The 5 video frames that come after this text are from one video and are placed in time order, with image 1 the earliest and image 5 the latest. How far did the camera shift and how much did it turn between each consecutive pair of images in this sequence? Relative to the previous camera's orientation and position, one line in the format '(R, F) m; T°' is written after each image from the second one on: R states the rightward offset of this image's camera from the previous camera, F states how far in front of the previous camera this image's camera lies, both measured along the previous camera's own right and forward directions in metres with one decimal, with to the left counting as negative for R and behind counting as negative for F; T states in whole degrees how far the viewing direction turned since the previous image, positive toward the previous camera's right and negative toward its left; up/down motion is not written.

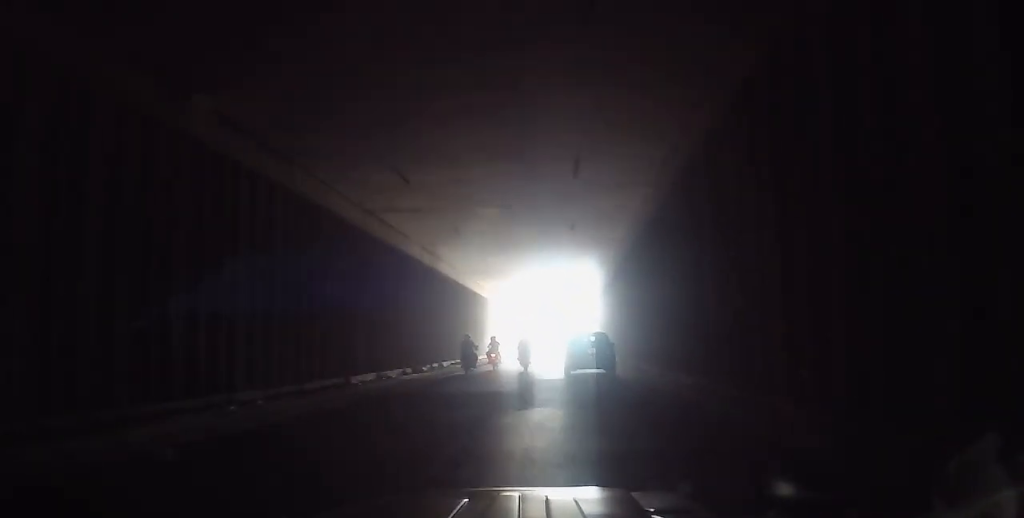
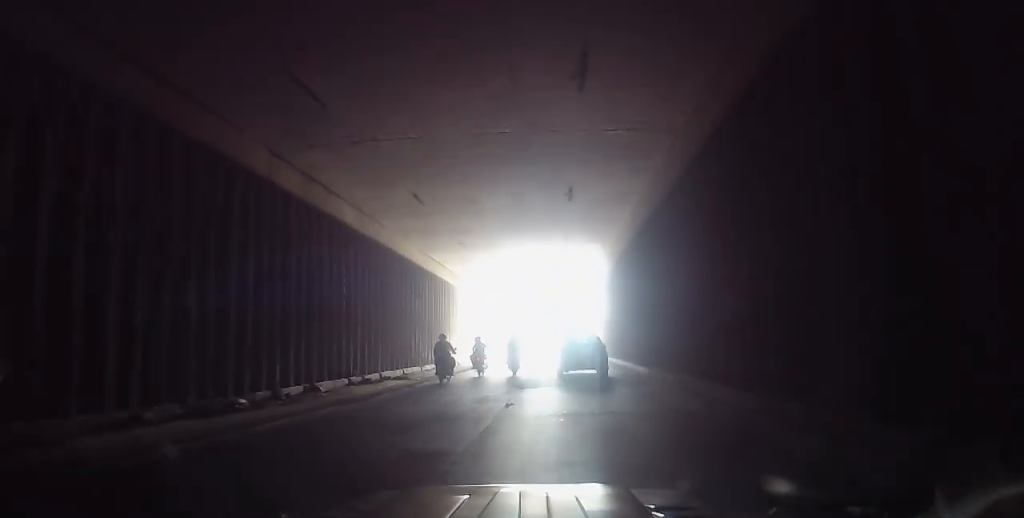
(0.0, +16.3) m; 0°
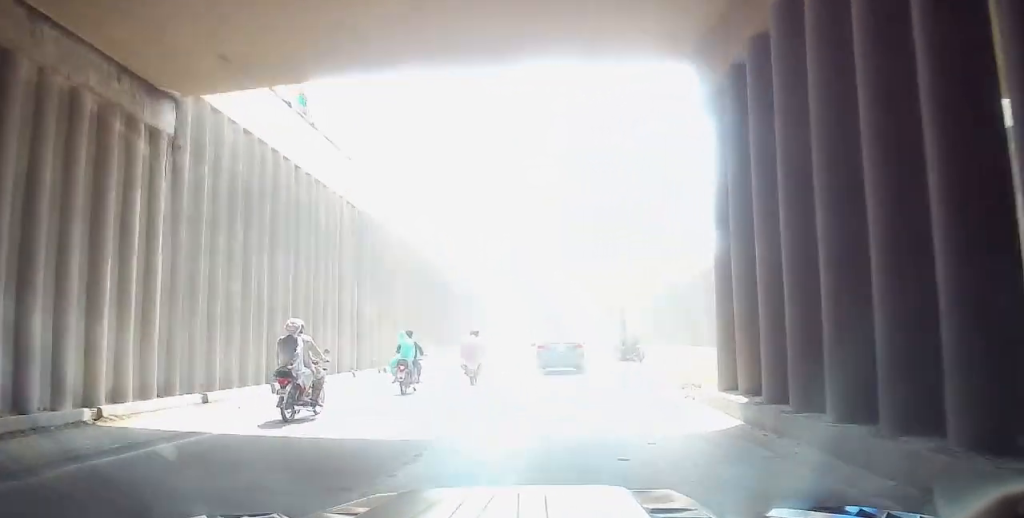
(0.0, +34.0) m; 0°
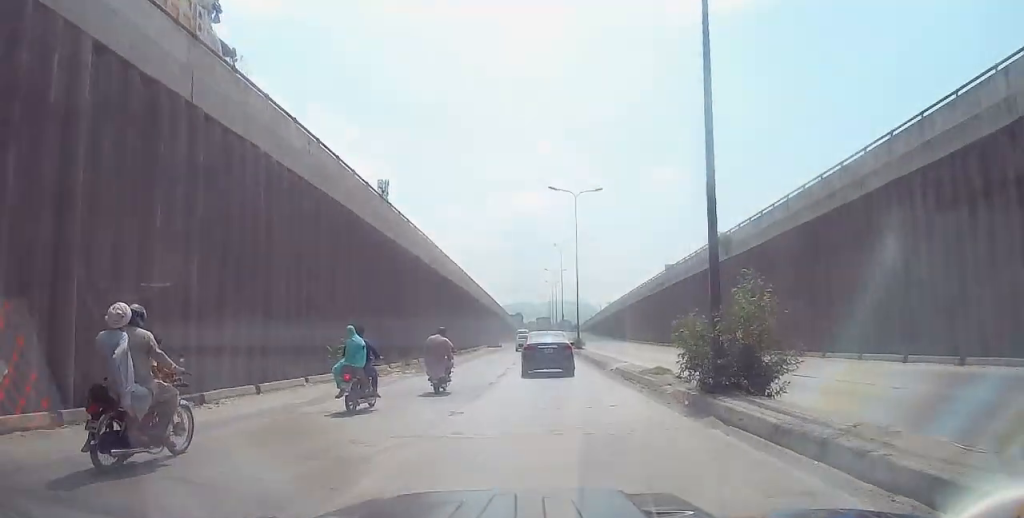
(0.0, +13.7) m; 0°
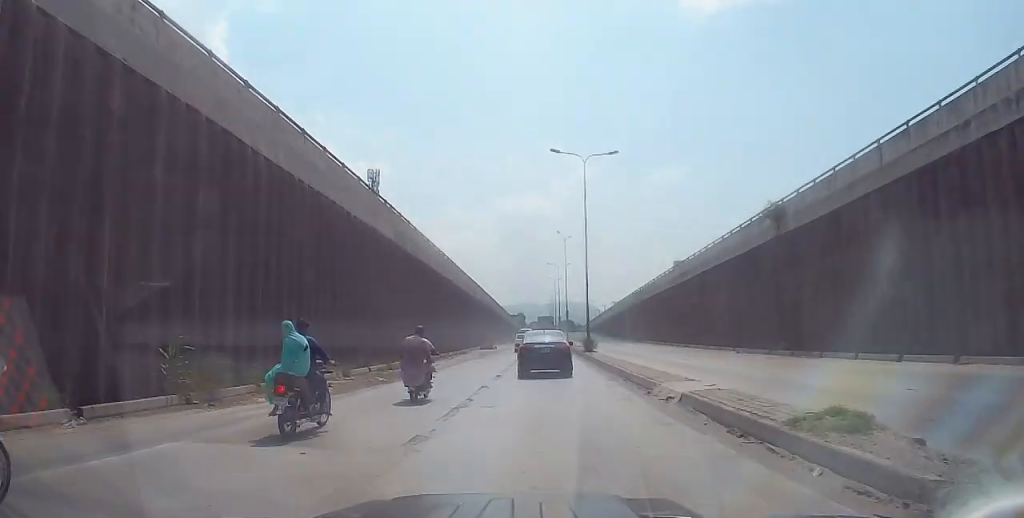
(0.0, +9.7) m; 0°
